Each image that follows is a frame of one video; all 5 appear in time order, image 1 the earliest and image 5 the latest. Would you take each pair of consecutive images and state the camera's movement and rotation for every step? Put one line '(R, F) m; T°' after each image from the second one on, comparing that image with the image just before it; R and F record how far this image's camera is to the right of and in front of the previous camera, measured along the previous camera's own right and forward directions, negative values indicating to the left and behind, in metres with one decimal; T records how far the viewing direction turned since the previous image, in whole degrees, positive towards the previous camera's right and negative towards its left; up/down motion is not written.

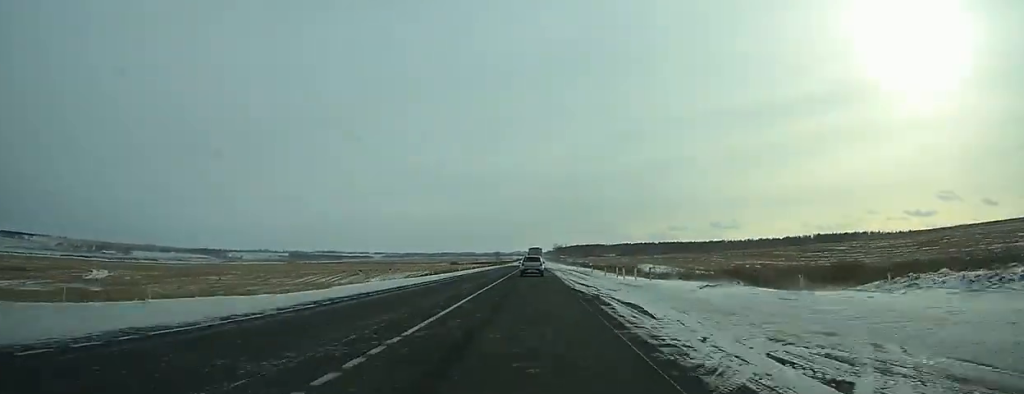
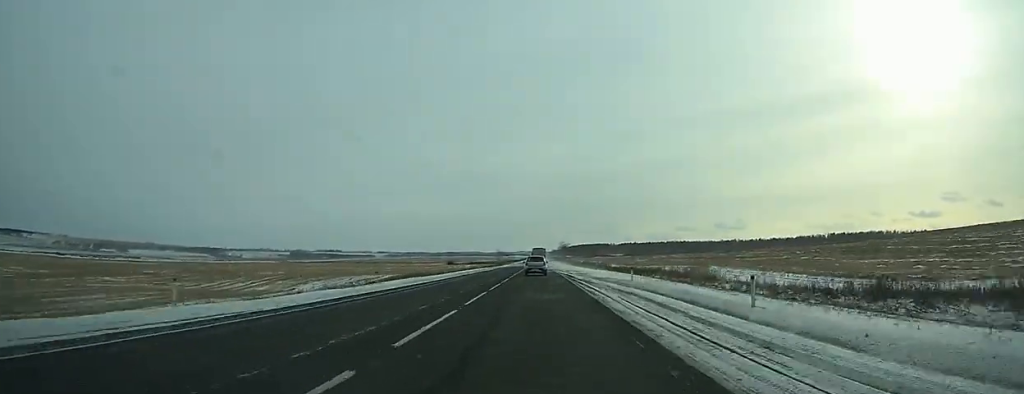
(0.0, +39.2) m; 0°
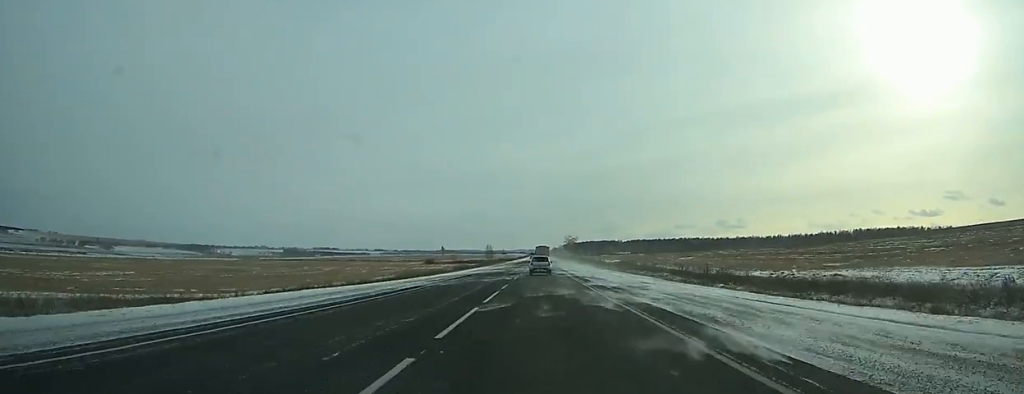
(0.0, +89.7) m; 0°
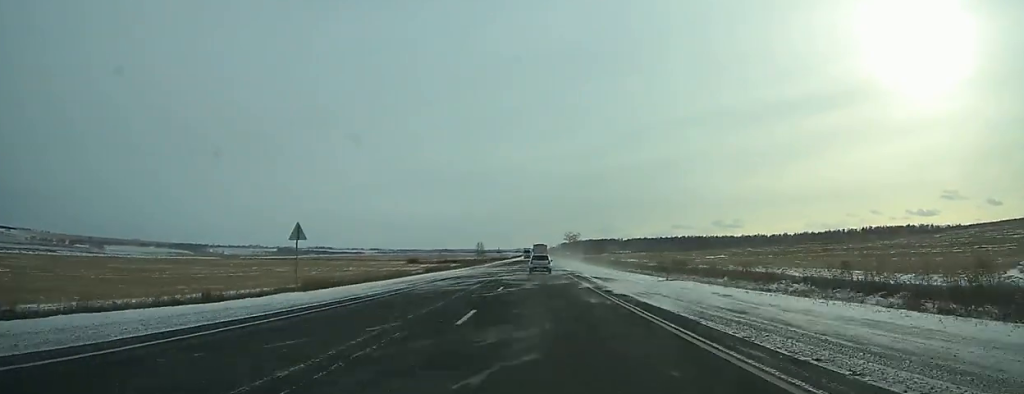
(+0.2, +37.8) m; 0°
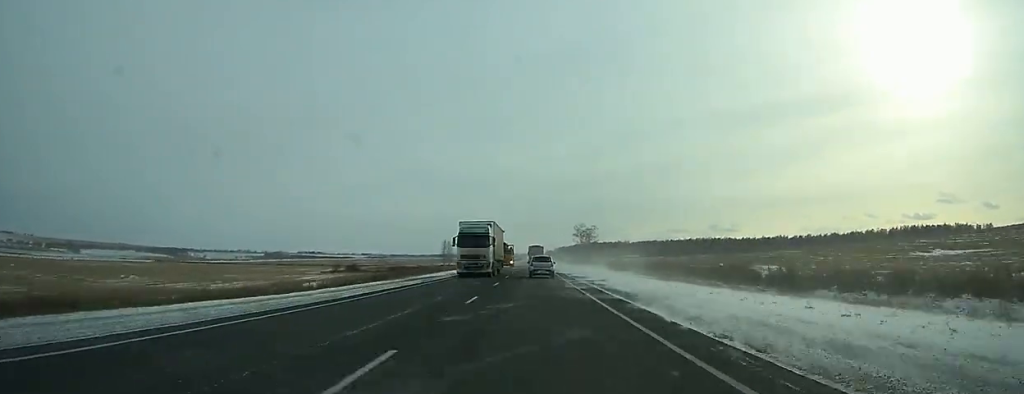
(+0.3, +94.8) m; 0°
